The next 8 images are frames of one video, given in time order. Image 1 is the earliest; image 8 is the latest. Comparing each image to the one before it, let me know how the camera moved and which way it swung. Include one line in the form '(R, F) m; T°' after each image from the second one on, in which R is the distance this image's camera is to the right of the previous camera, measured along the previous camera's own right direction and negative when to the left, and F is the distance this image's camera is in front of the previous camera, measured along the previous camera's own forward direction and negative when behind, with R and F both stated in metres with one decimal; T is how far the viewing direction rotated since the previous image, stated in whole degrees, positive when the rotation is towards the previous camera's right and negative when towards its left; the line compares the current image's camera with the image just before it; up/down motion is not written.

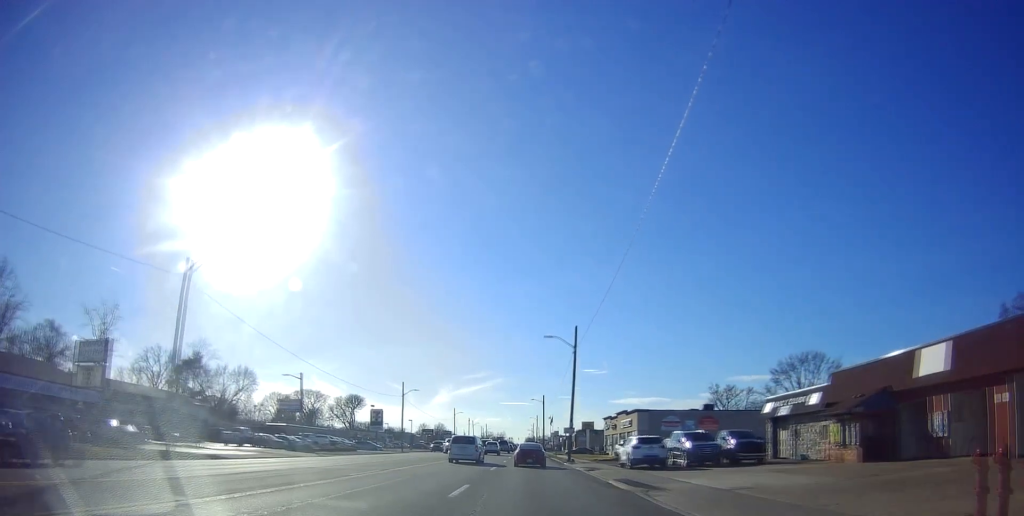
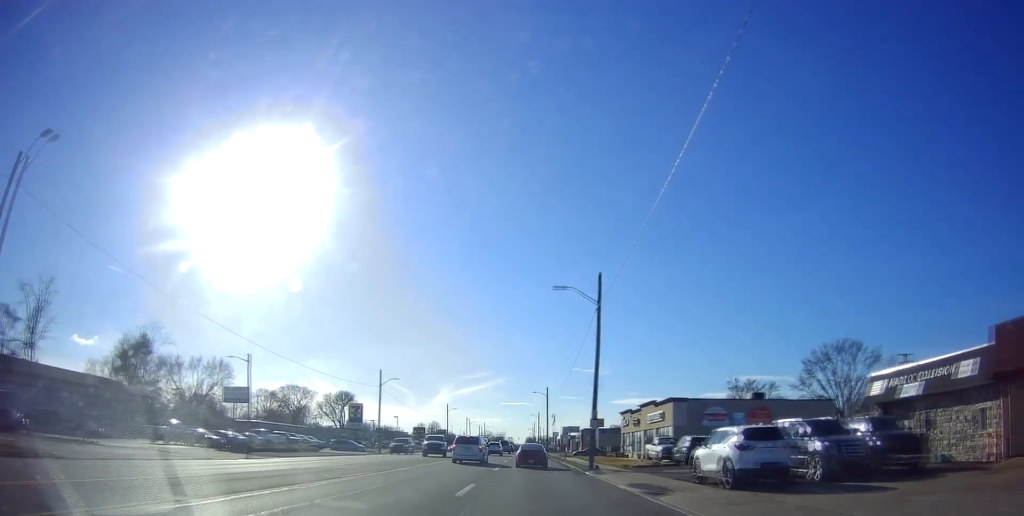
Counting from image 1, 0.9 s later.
(-0.1, +14.1) m; 0°
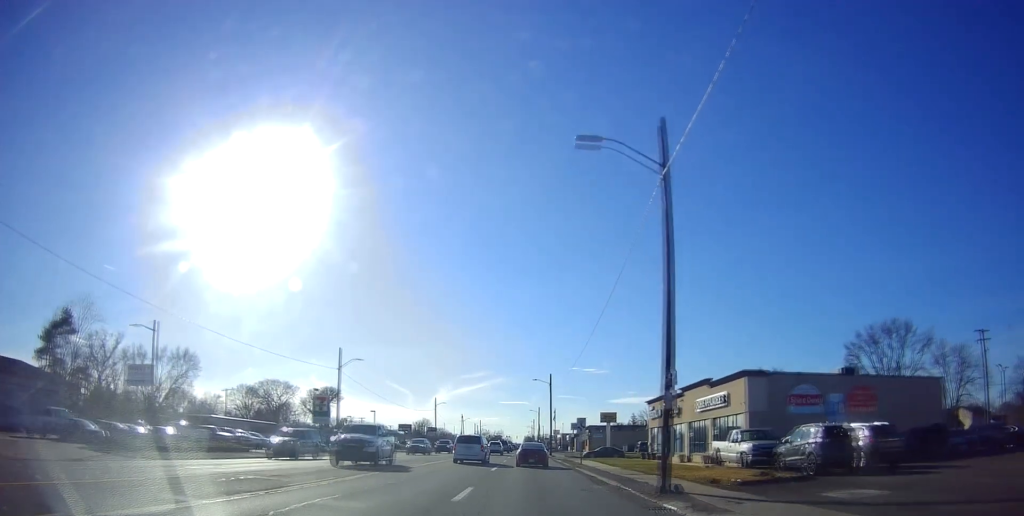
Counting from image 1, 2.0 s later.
(0.0, +15.6) m; +1°
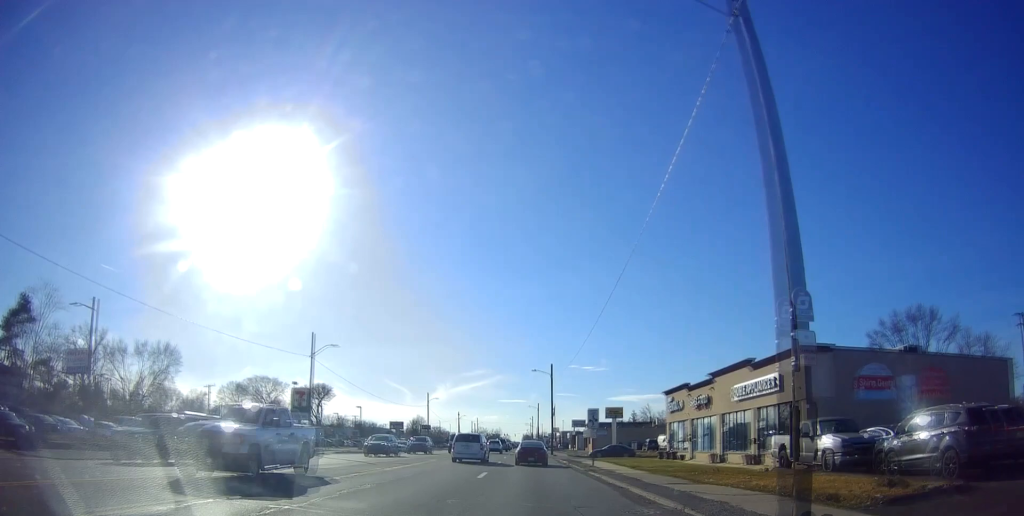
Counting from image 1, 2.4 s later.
(0.0, +6.9) m; +1°
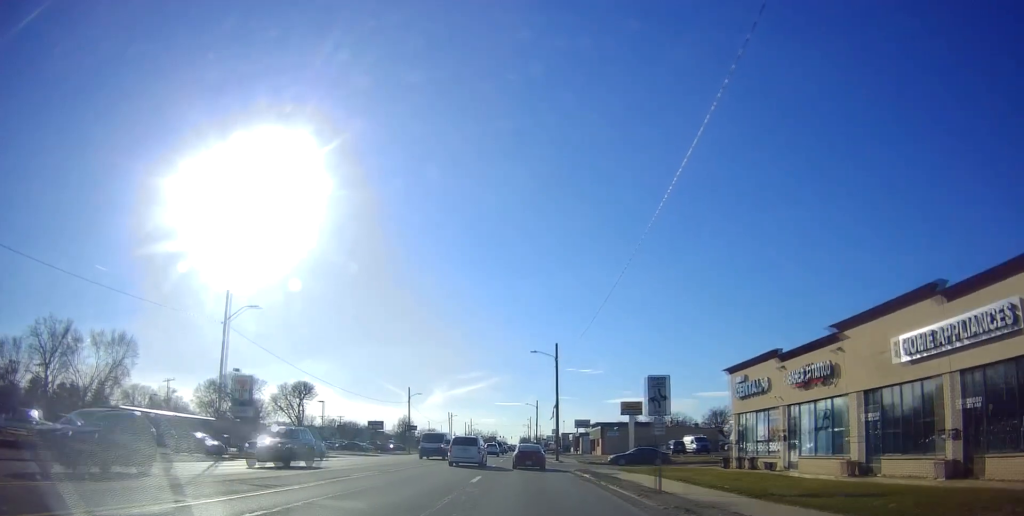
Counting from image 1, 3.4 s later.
(+0.3, +14.6) m; +1°
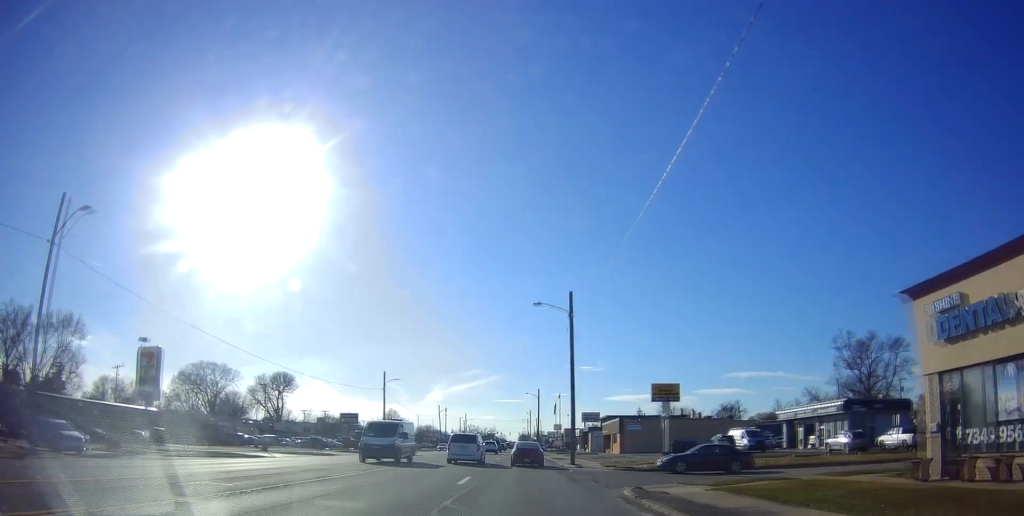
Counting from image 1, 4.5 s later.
(-0.1, +16.8) m; -1°
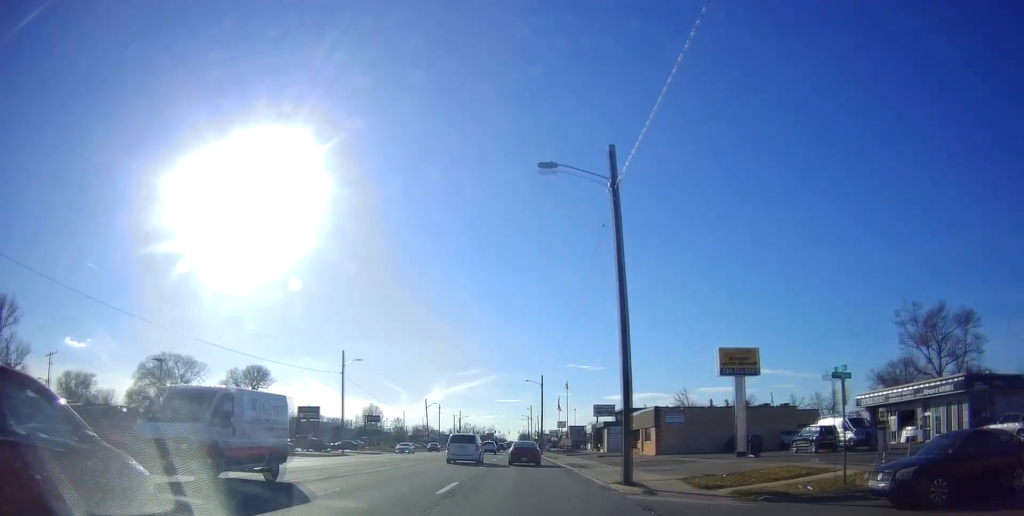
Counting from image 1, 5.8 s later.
(-0.2, +20.6) m; 0°
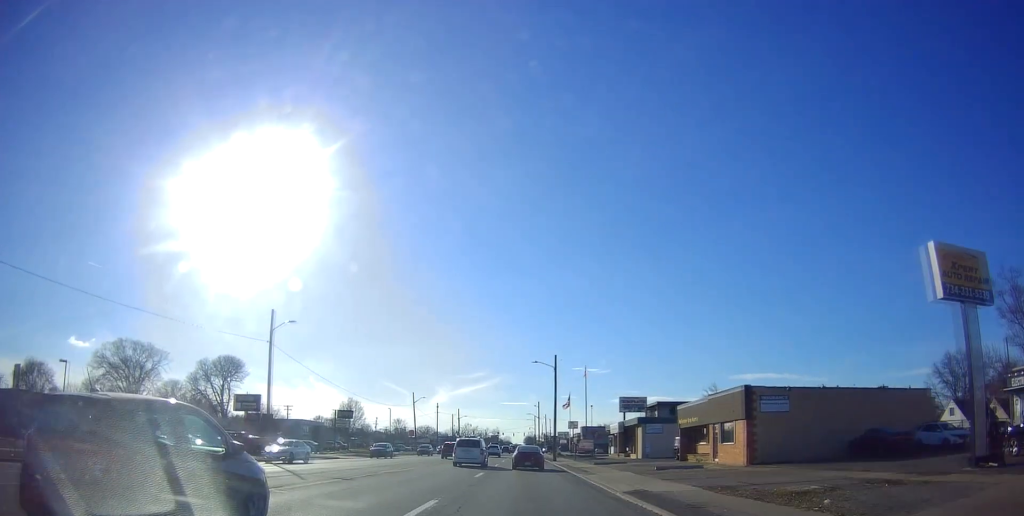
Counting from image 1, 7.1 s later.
(+0.3, +20.8) m; 0°
